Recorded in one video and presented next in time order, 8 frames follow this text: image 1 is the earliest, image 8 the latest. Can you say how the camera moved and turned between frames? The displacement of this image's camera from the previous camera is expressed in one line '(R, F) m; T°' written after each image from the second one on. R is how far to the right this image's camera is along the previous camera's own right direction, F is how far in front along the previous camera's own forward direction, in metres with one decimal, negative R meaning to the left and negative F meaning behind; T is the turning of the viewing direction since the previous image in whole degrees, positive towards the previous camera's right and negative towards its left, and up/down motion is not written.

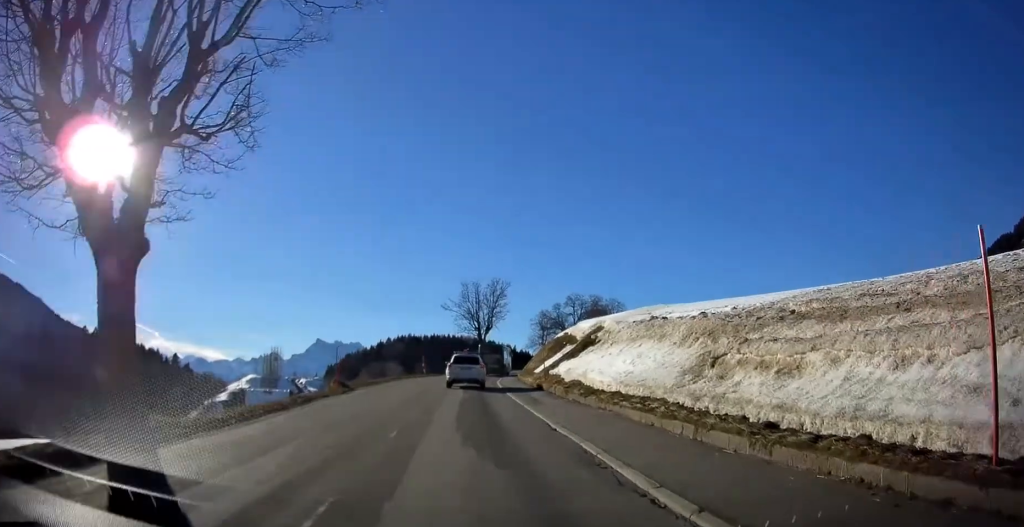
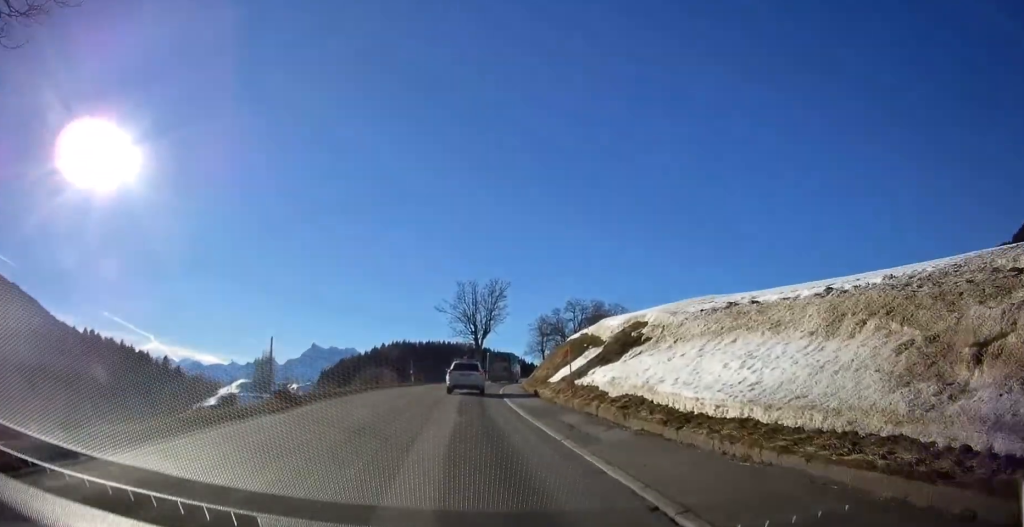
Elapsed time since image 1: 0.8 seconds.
(-0.1, +7.4) m; +1°
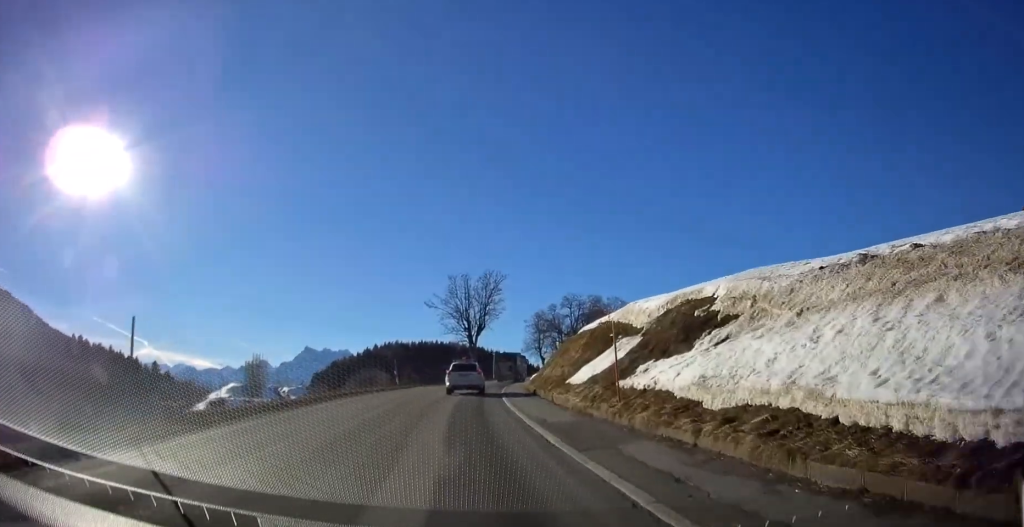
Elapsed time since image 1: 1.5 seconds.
(+0.1, +6.6) m; +1°
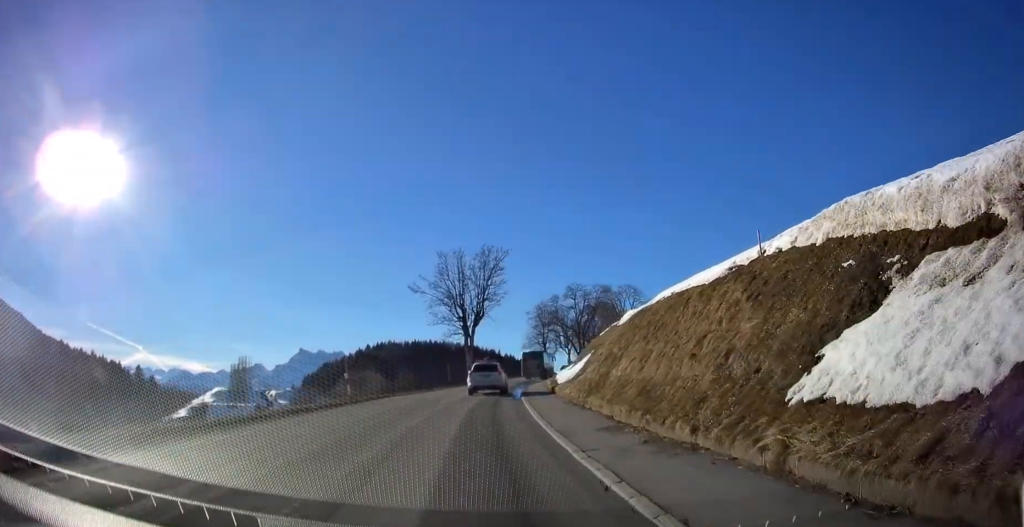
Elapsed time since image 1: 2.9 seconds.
(+0.1, +14.8) m; 0°
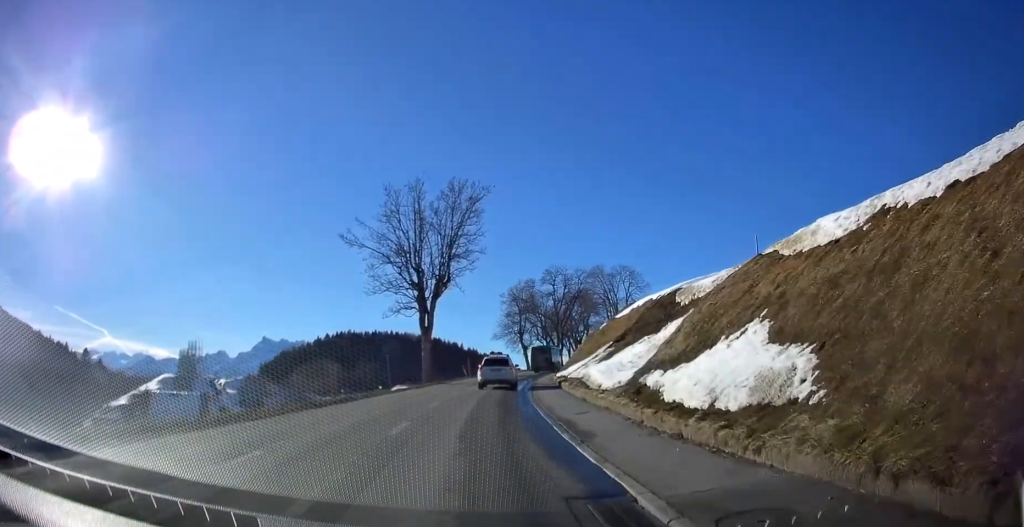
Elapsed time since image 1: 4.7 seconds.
(+0.4, +21.2) m; +2°
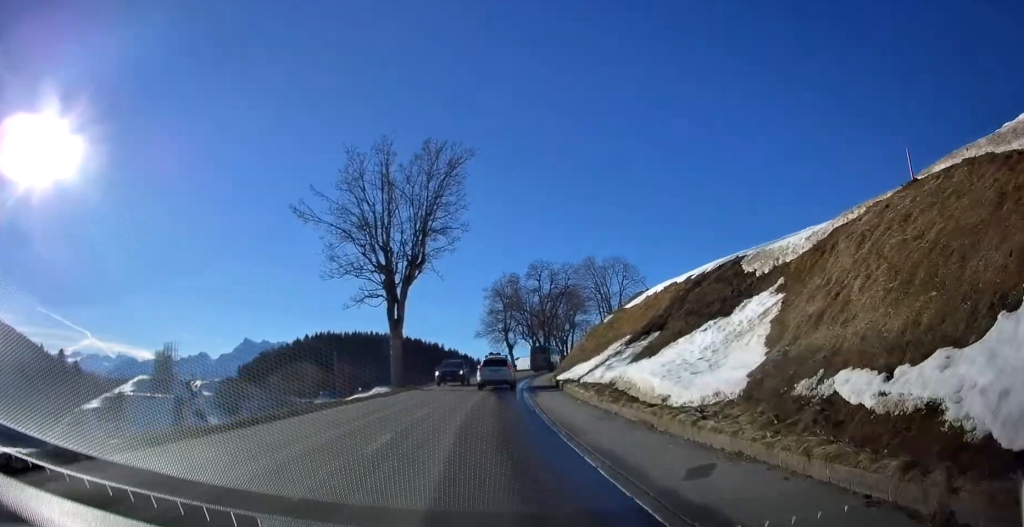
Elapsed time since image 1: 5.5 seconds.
(0.0, +8.0) m; +2°
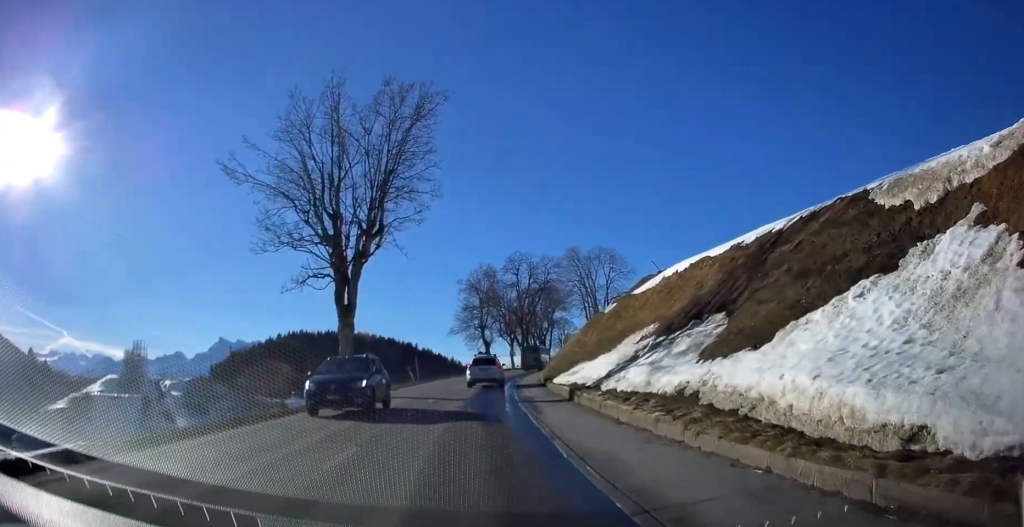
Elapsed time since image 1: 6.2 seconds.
(+0.1, +8.0) m; +2°
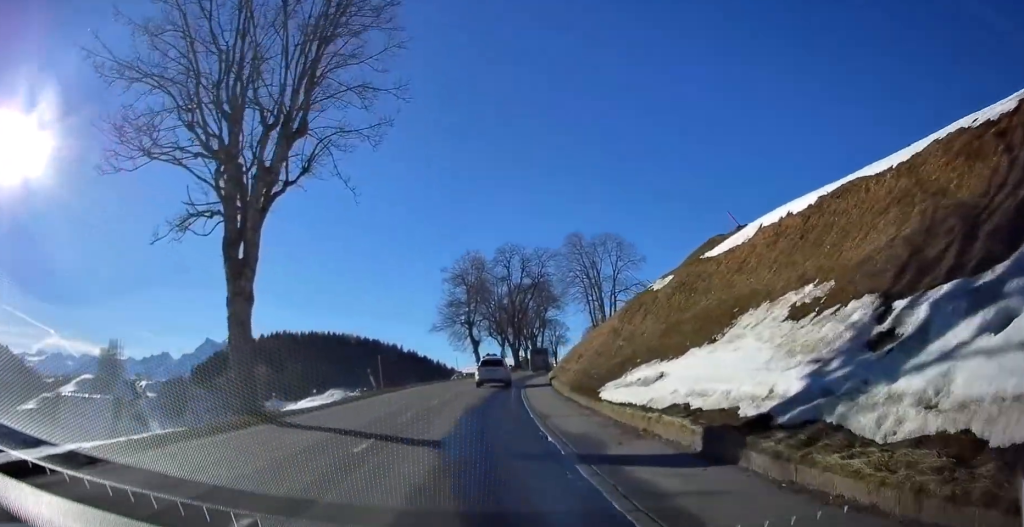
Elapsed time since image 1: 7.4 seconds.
(+0.3, +11.9) m; +2°
